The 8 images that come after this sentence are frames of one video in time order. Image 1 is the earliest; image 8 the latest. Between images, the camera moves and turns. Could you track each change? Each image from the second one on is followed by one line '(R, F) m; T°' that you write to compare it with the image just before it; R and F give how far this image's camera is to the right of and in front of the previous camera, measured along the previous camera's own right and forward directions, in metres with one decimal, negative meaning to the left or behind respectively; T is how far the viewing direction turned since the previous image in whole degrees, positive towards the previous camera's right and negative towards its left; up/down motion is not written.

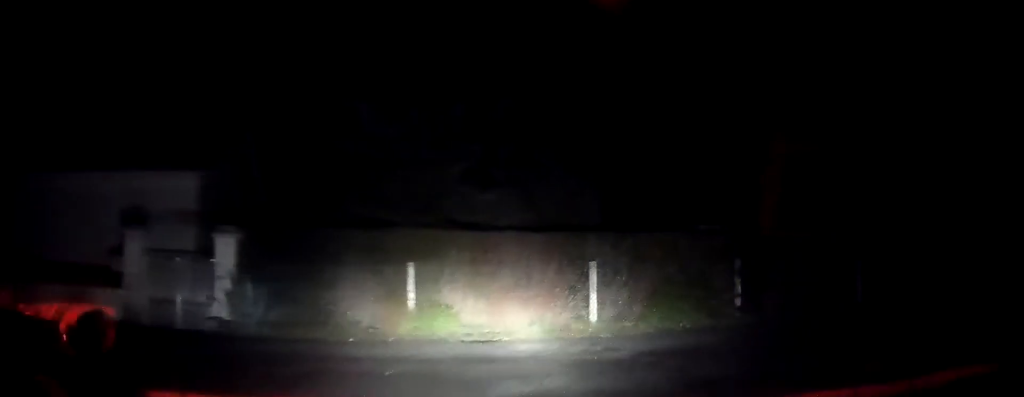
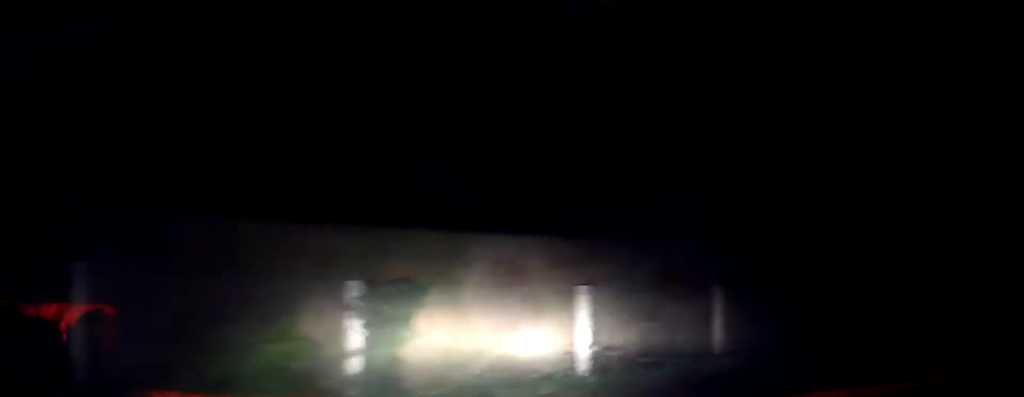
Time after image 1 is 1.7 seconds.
(+0.9, +10.1) m; +20°
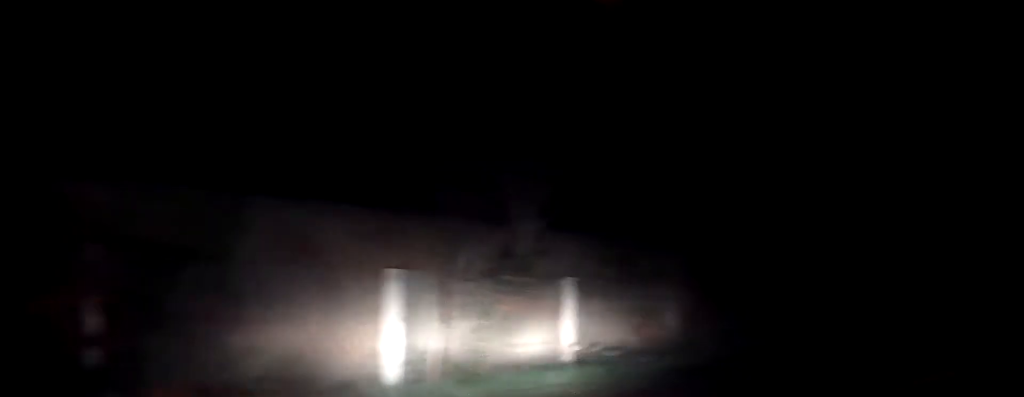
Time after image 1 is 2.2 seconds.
(0.0, +2.4) m; +10°
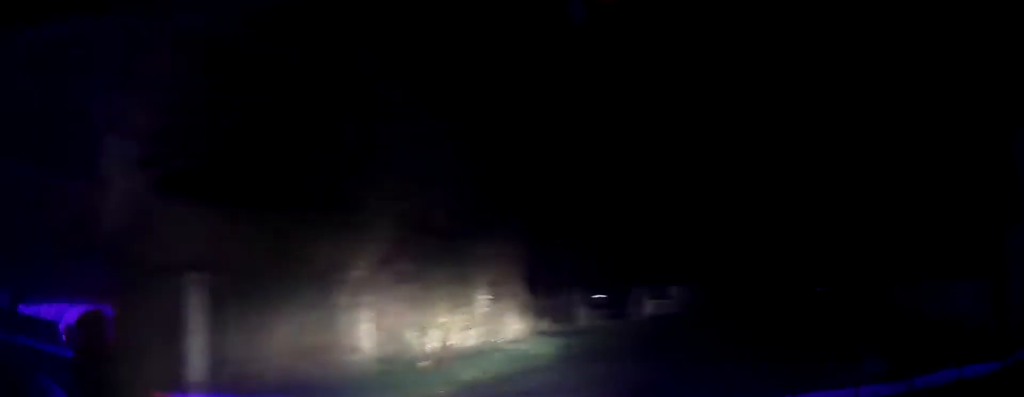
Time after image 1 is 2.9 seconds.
(+0.7, +3.5) m; +19°
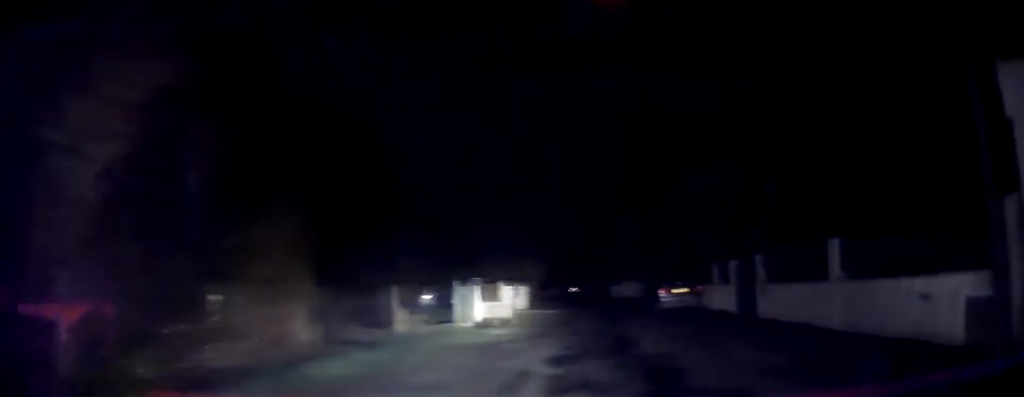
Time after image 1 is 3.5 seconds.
(+0.5, +2.9) m; +13°
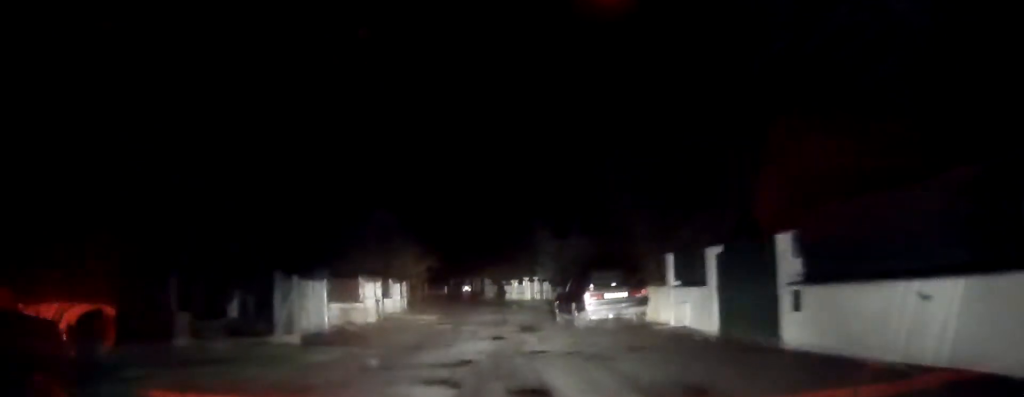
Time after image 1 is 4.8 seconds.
(+1.4, +6.6) m; +17°
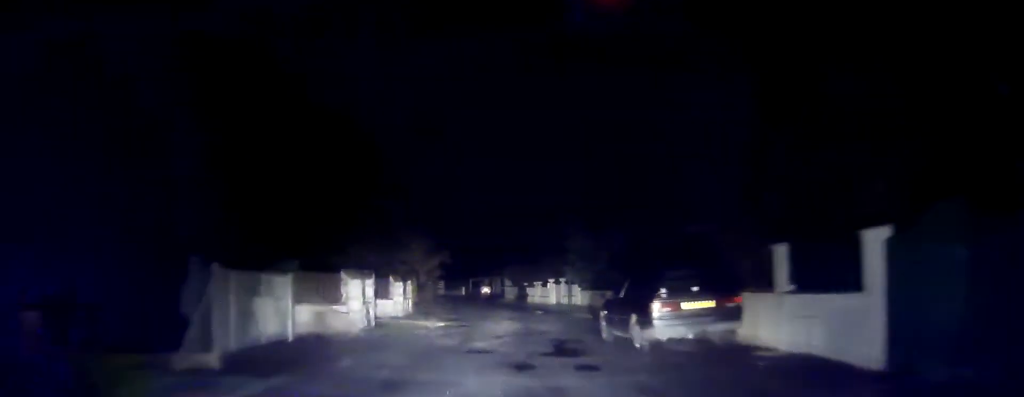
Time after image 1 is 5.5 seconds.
(+0.2, +4.5) m; +5°
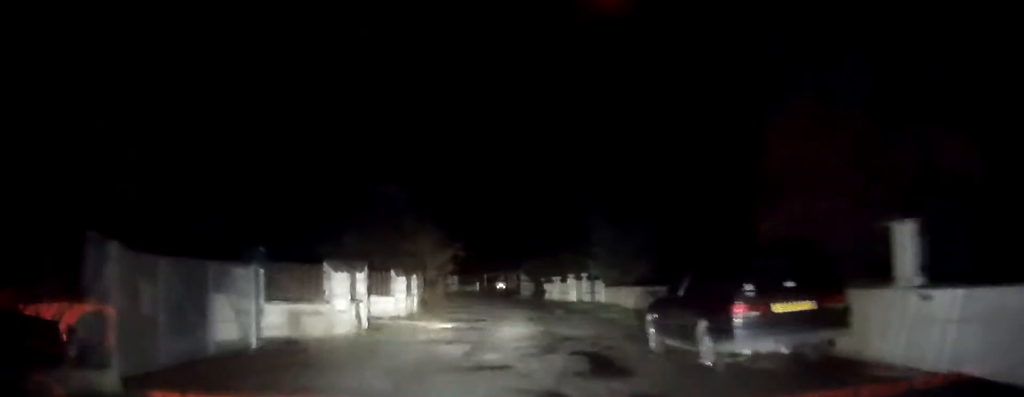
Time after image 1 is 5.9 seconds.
(0.0, +2.8) m; +3°
